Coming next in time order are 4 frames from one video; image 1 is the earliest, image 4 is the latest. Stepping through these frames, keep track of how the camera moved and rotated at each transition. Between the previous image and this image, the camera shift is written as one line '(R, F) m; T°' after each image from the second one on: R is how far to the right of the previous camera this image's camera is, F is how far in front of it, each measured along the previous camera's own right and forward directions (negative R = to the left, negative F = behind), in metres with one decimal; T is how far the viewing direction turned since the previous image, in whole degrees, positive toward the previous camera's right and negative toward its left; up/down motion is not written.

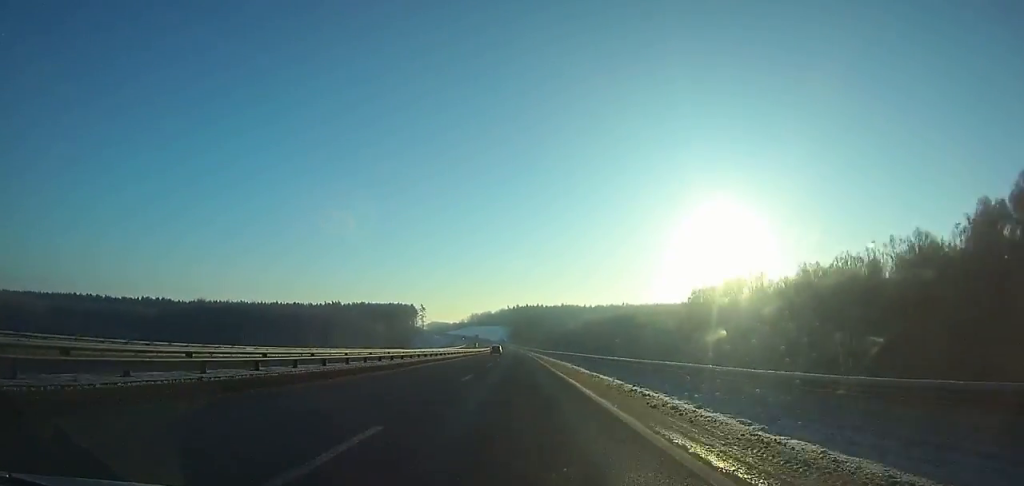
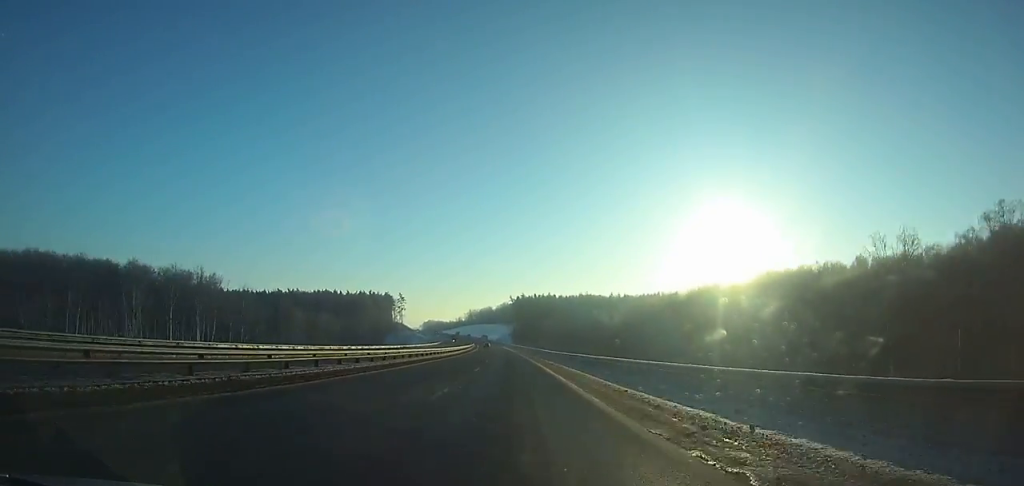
(-1.3, +135.3) m; -2°
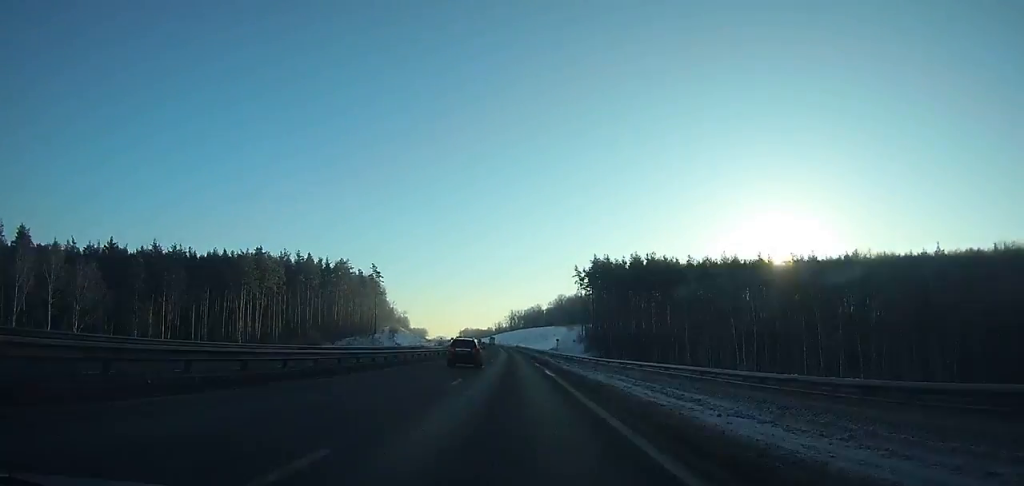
(-8.3, +218.9) m; -5°
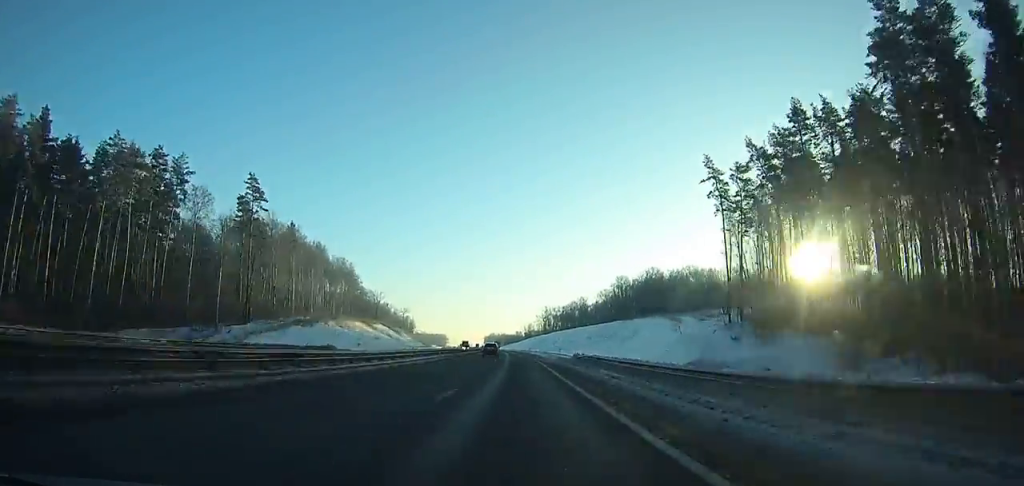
(-5.1, +150.2) m; -3°
